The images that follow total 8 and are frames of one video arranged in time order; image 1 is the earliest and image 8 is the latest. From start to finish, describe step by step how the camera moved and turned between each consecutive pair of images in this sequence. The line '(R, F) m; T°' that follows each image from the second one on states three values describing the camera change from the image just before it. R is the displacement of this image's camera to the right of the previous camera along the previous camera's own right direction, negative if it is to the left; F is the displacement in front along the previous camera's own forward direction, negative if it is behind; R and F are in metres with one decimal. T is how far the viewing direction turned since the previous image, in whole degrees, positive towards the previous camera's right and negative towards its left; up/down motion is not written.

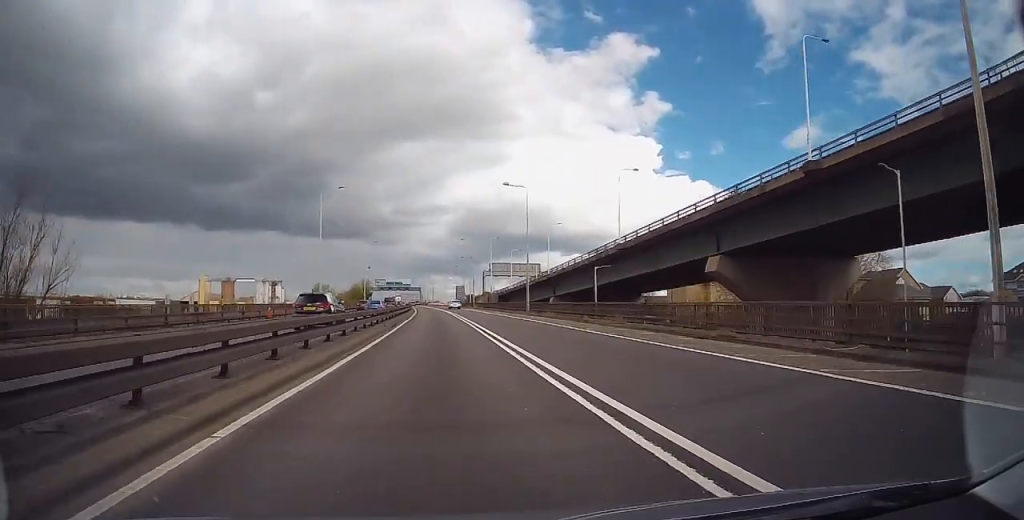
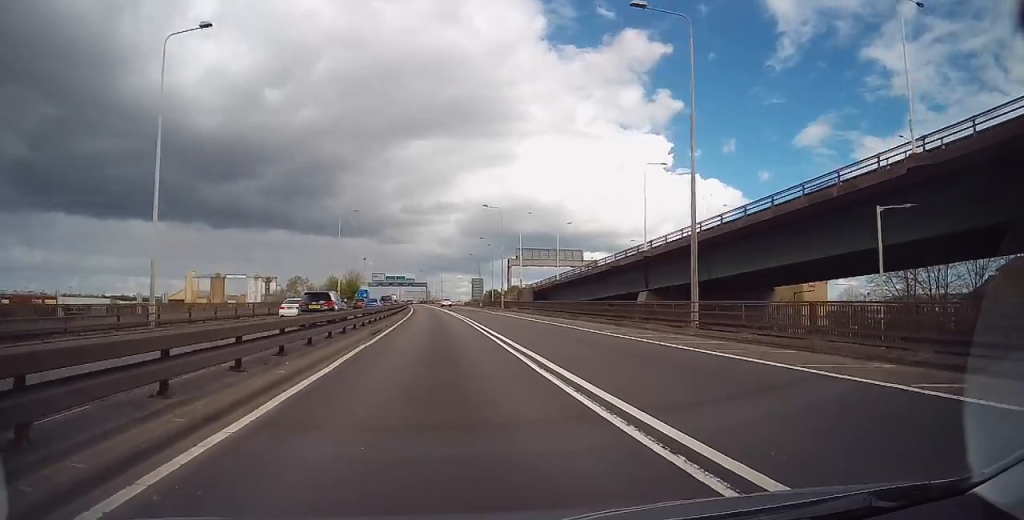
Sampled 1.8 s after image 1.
(-0.1, +38.3) m; -1°
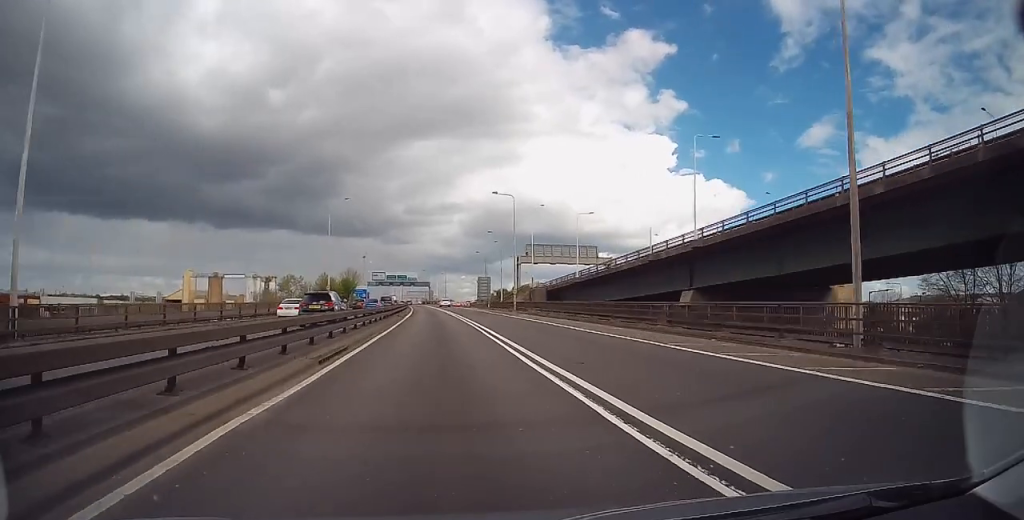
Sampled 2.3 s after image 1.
(-0.2, +9.4) m; 0°
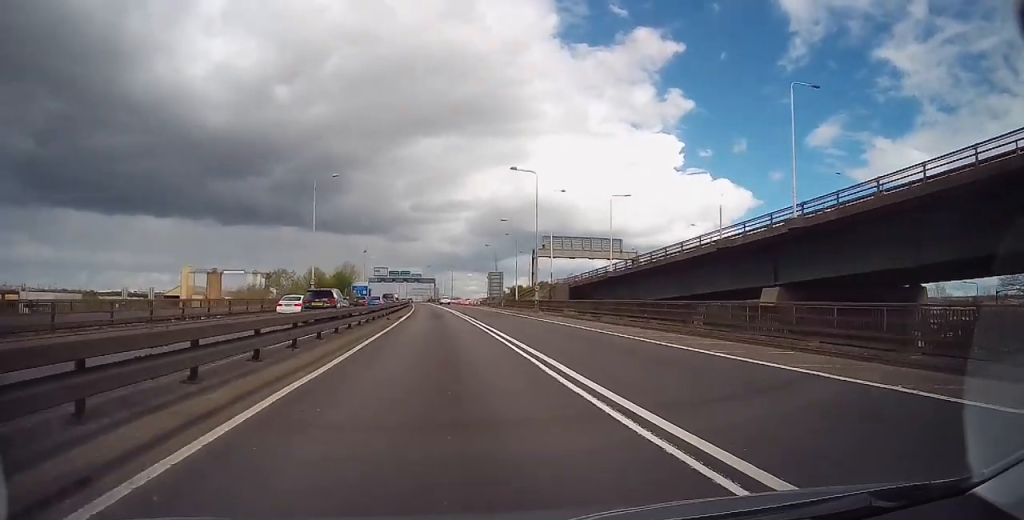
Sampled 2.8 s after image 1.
(-0.1, +11.5) m; 0°
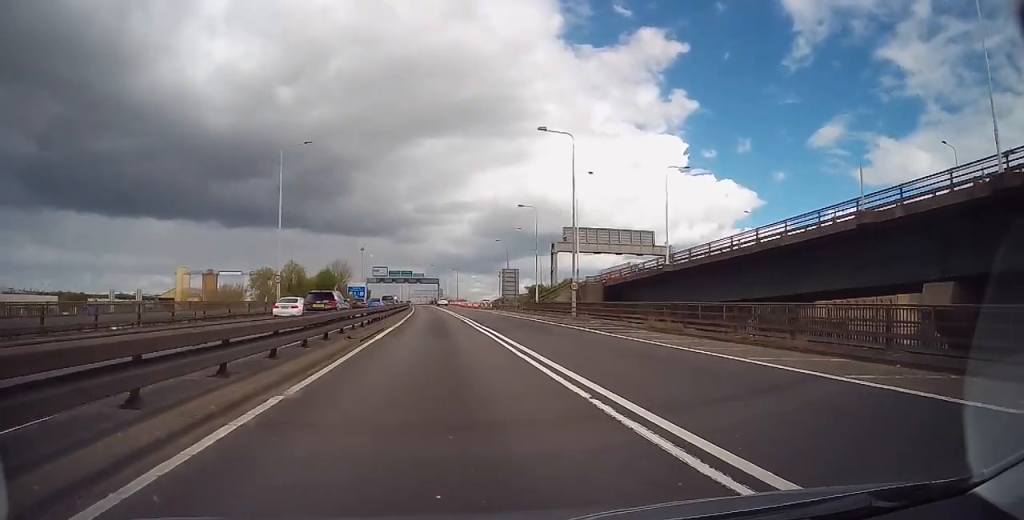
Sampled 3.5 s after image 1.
(0.0, +13.5) m; 0°
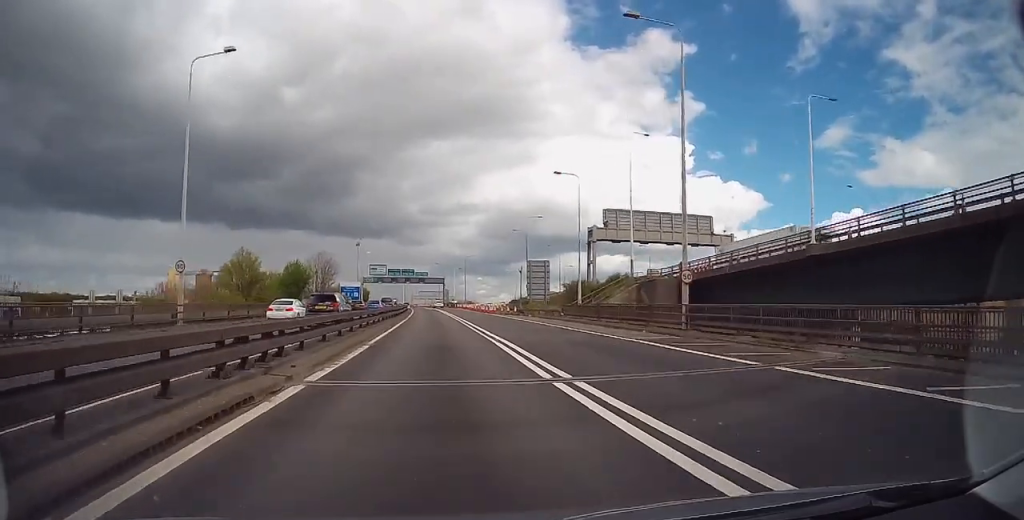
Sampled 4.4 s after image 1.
(0.0, +18.0) m; -1°
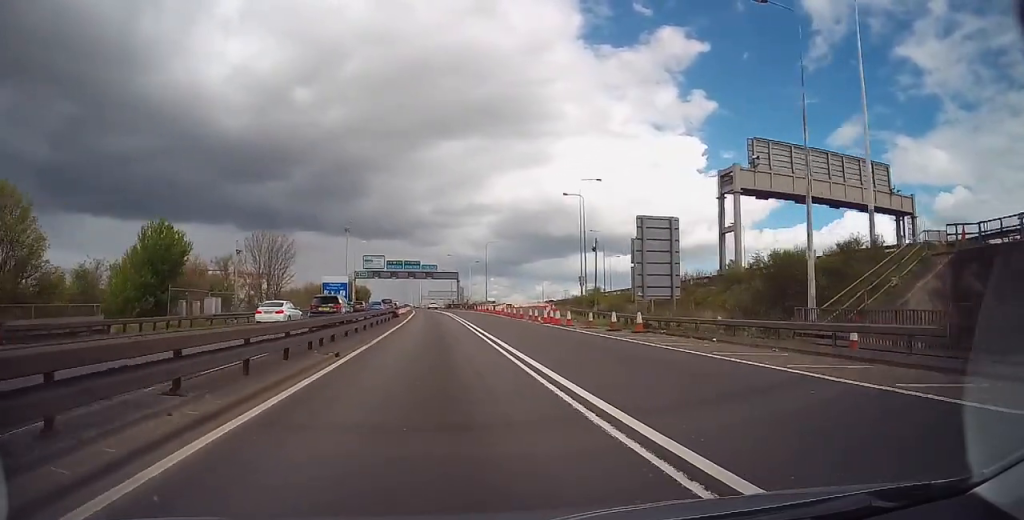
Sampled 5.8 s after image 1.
(-0.4, +29.8) m; -1°
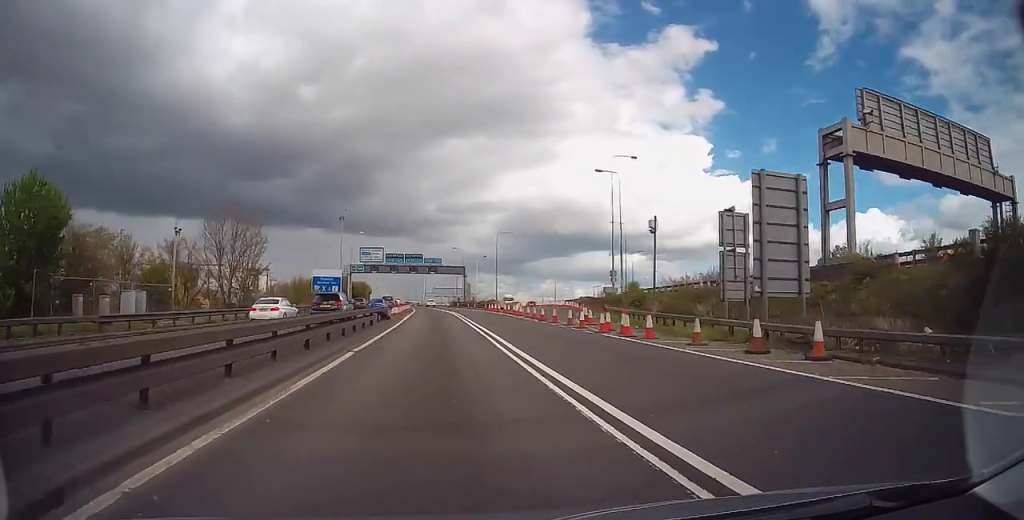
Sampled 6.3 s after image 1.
(0.0, +10.5) m; -1°
